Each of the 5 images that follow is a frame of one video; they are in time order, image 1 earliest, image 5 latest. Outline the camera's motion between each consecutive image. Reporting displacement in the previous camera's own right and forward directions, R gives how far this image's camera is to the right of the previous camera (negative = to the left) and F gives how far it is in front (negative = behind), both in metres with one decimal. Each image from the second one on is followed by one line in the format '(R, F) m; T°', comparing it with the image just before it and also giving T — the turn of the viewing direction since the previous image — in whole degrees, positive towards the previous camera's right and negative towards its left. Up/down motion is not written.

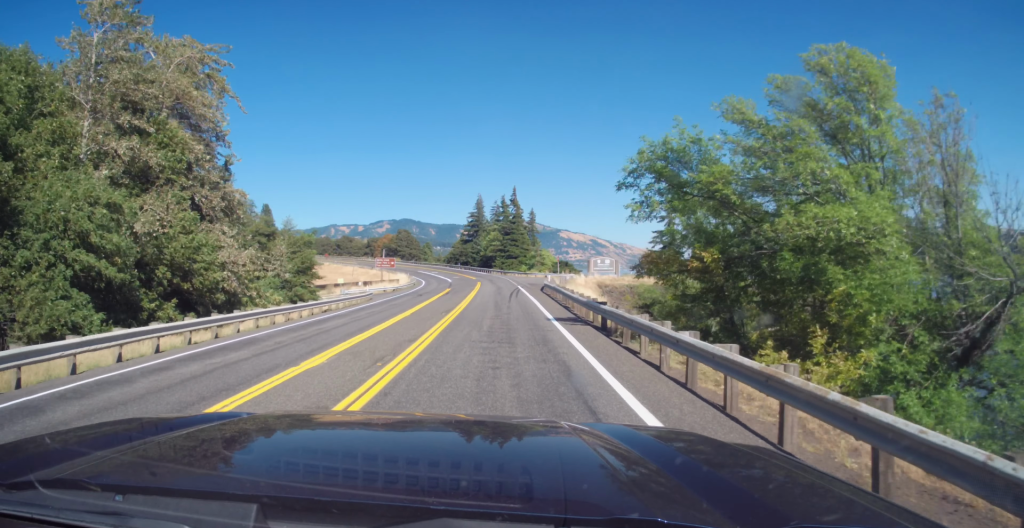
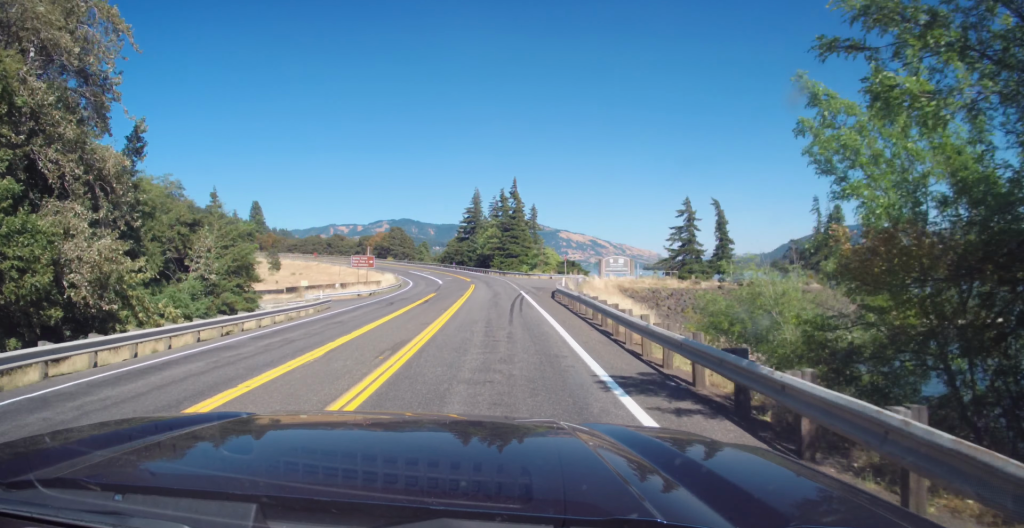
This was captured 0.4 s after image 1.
(0.0, +12.0) m; 0°
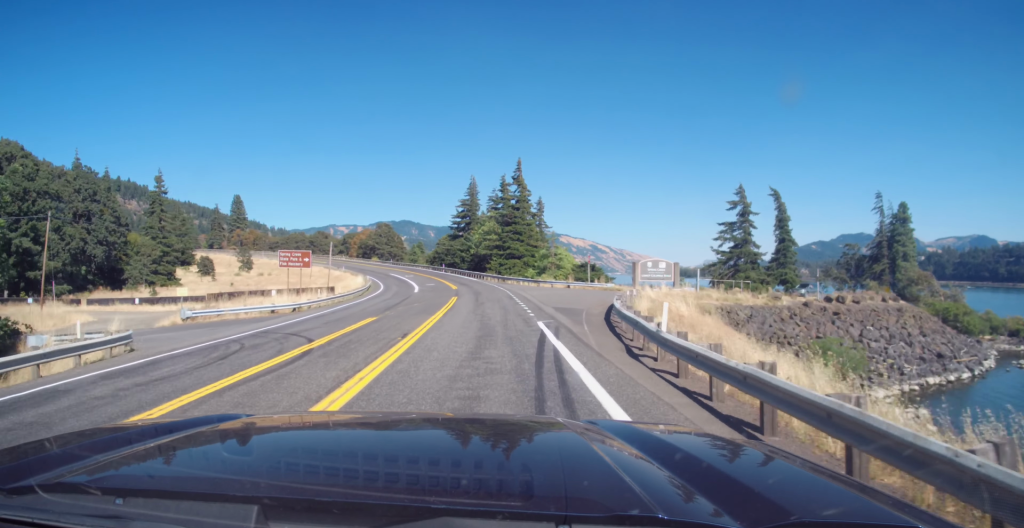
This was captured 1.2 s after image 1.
(0.0, +21.6) m; 0°
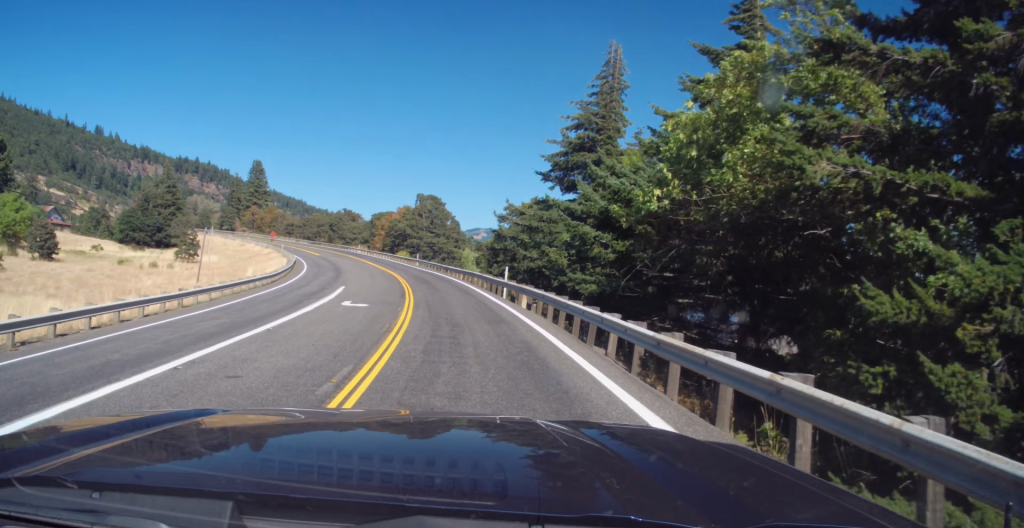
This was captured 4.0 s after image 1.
(-4.1, +76.2) m; -9°
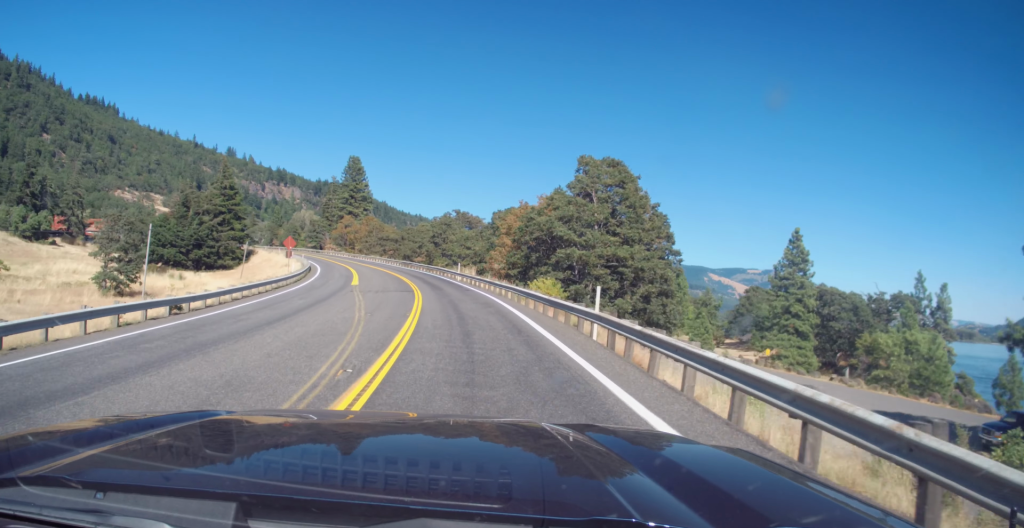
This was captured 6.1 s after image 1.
(-6.0, +53.2) m; -14°
